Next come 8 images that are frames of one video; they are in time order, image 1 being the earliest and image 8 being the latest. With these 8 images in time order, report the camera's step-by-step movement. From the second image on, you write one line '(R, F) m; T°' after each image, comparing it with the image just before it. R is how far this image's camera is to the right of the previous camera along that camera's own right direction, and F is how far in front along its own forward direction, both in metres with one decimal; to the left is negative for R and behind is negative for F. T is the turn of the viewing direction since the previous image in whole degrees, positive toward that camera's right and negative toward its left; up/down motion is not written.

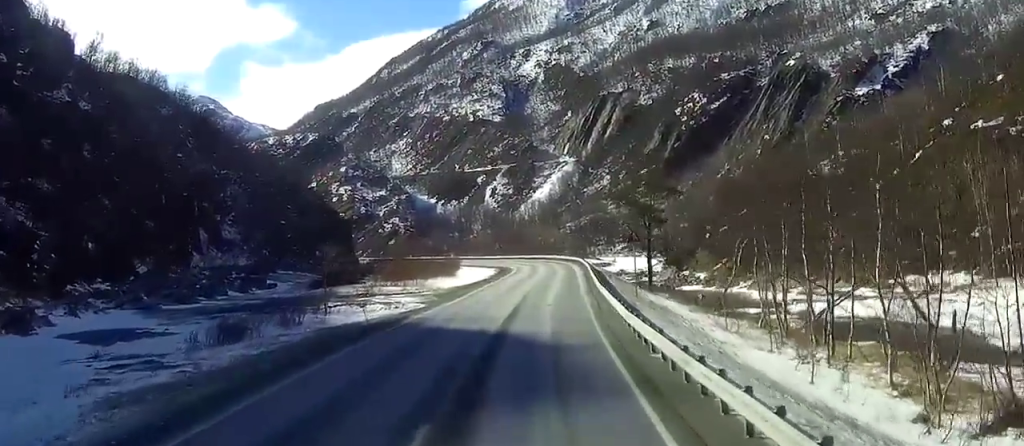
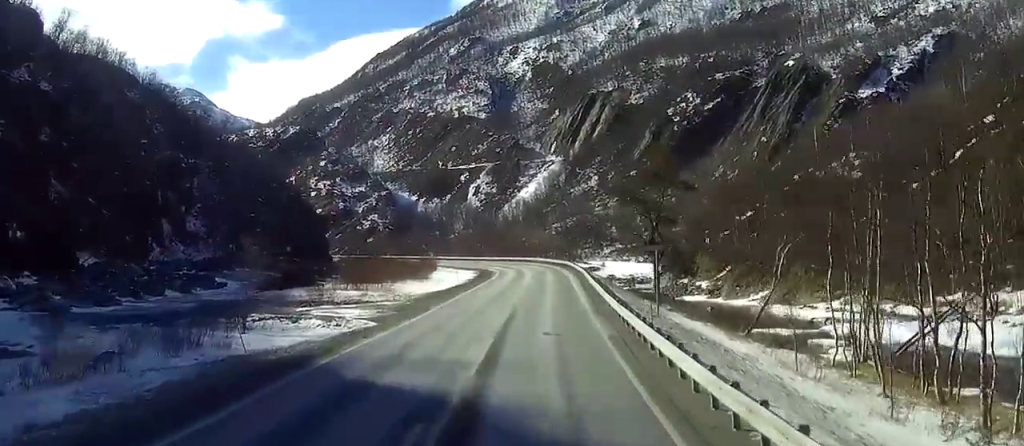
(0.0, +14.7) m; +1°
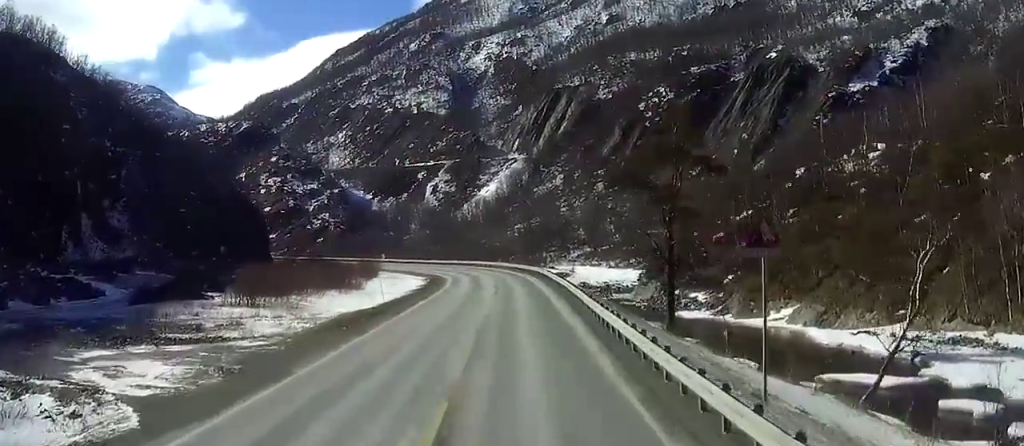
(+0.5, +23.9) m; +2°
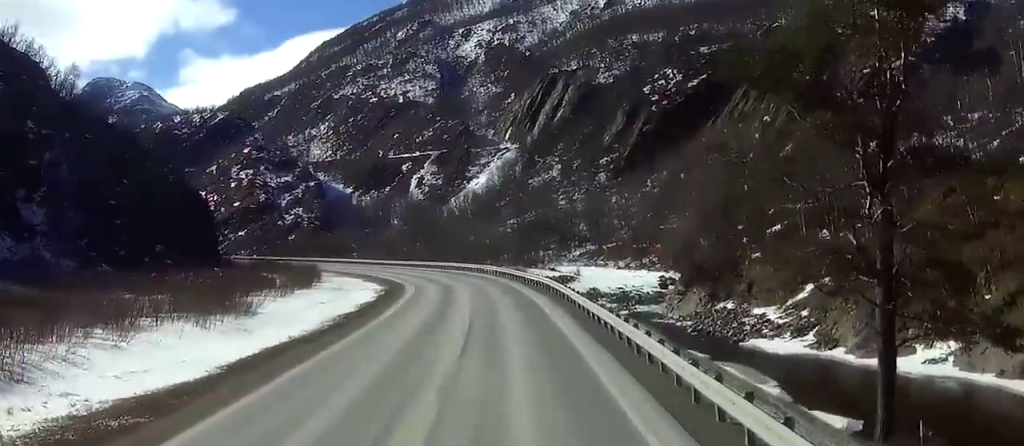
(+0.3, +34.6) m; 0°
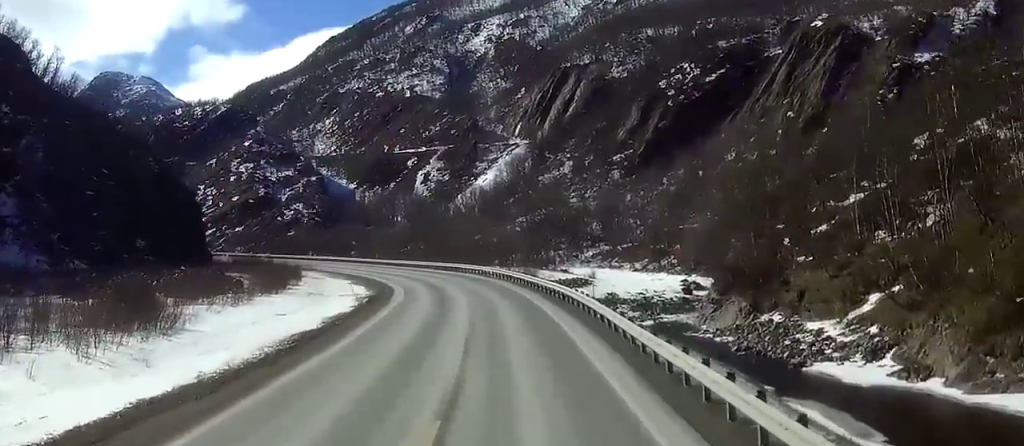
(+0.1, +13.6) m; -1°
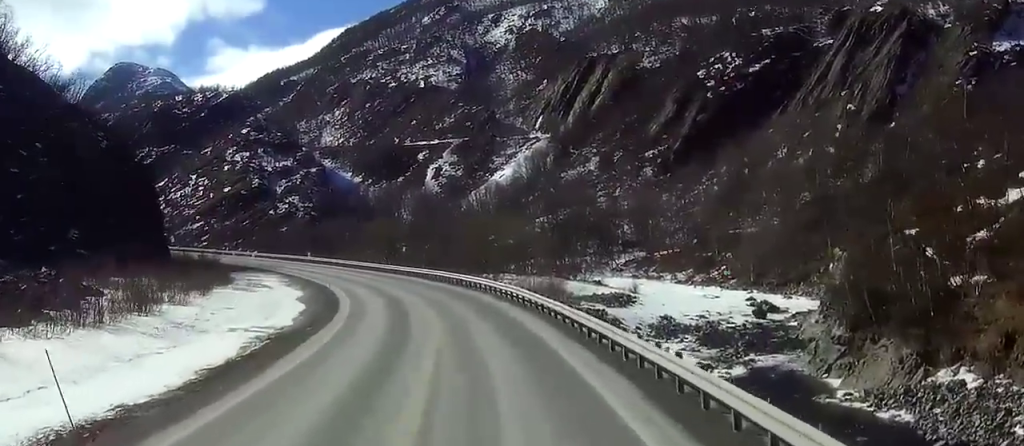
(-0.8, +31.9) m; -2°
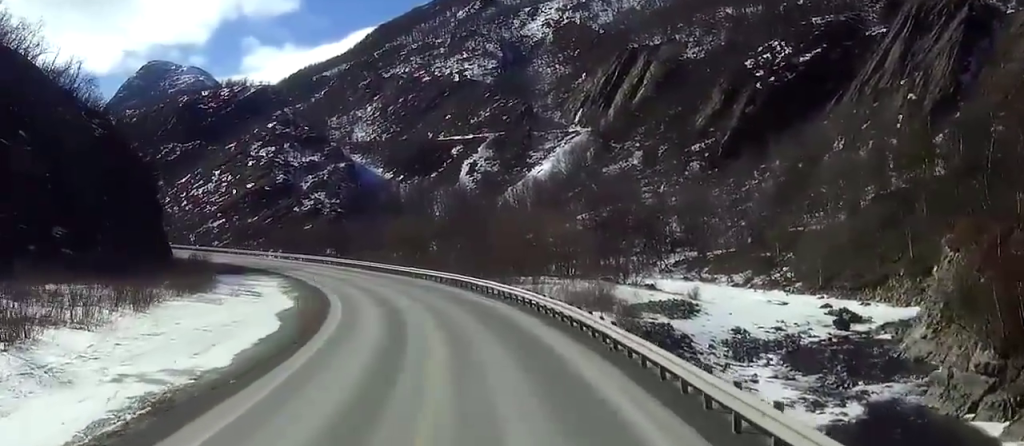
(0.0, +15.2) m; -2°
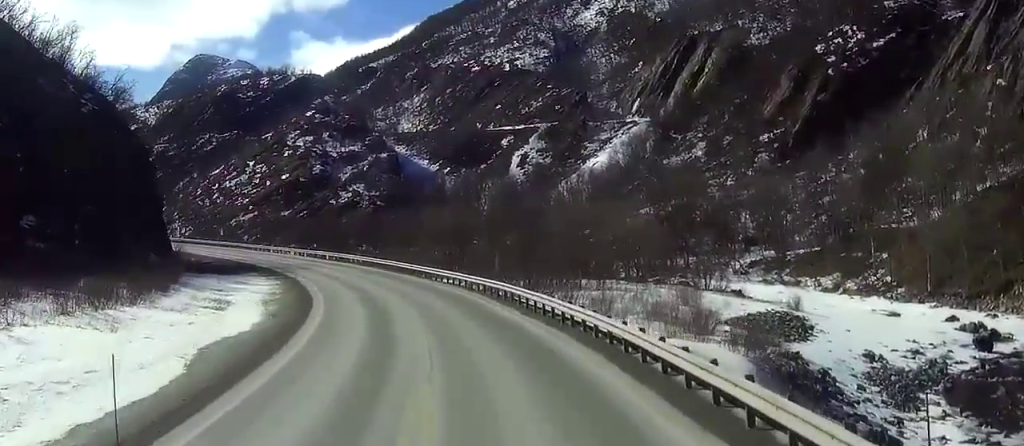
(-0.7, +19.4) m; -4°
